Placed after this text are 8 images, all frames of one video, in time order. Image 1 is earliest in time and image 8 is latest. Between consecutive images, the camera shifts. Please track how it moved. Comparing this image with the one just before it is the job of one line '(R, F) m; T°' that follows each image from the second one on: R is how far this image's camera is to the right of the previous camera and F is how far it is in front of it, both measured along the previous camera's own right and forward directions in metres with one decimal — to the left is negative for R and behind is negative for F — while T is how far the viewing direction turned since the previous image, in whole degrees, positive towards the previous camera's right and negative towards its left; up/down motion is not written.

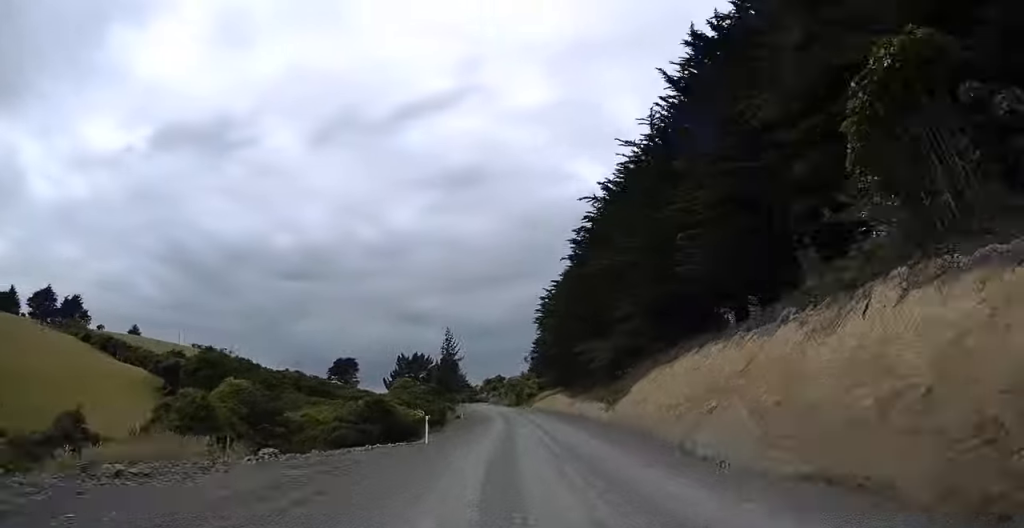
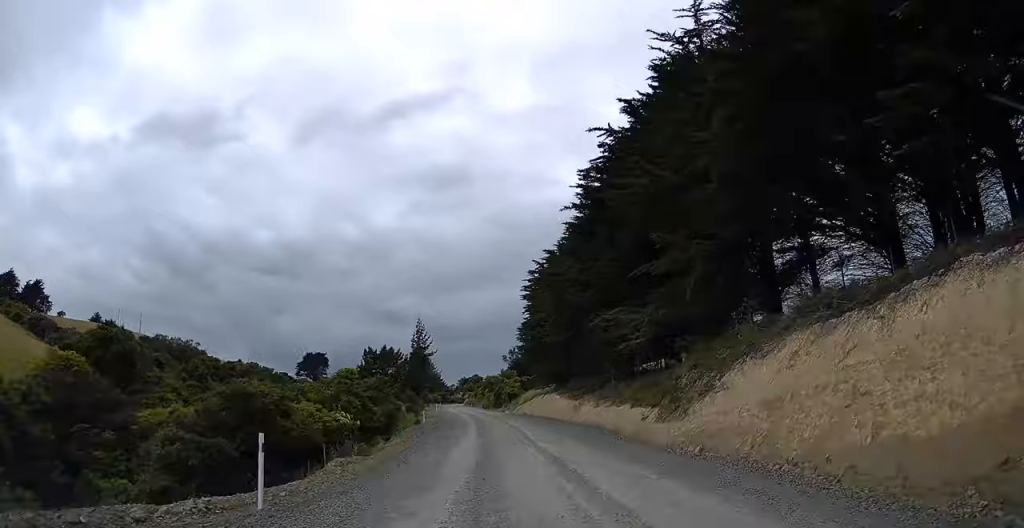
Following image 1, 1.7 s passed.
(+0.9, +19.3) m; +1°
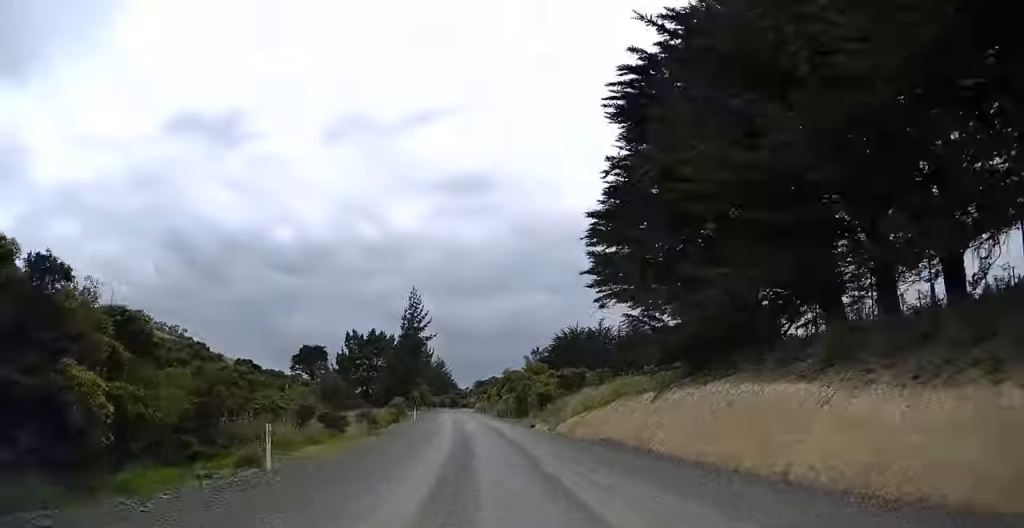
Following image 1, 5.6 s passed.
(+0.7, +43.0) m; 0°
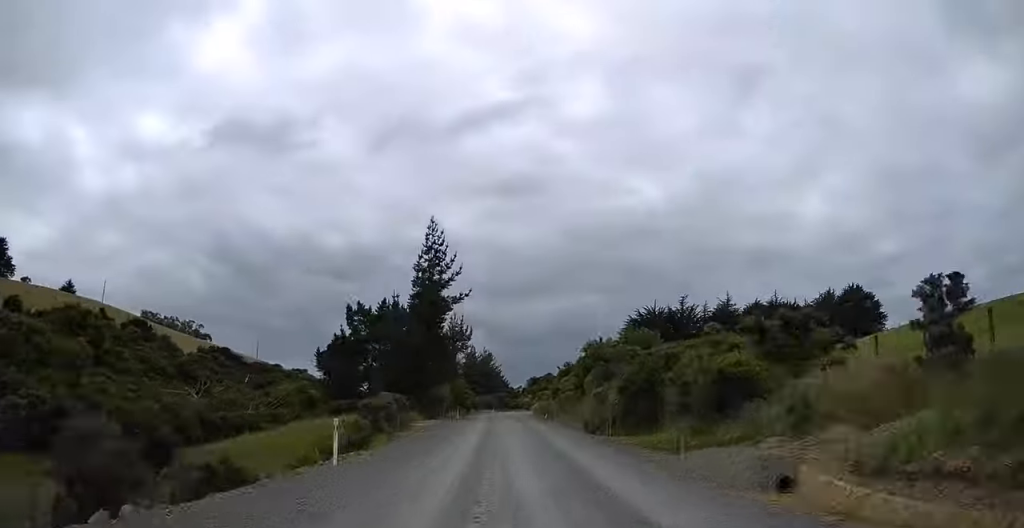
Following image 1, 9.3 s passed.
(-0.9, +41.4) m; -2°
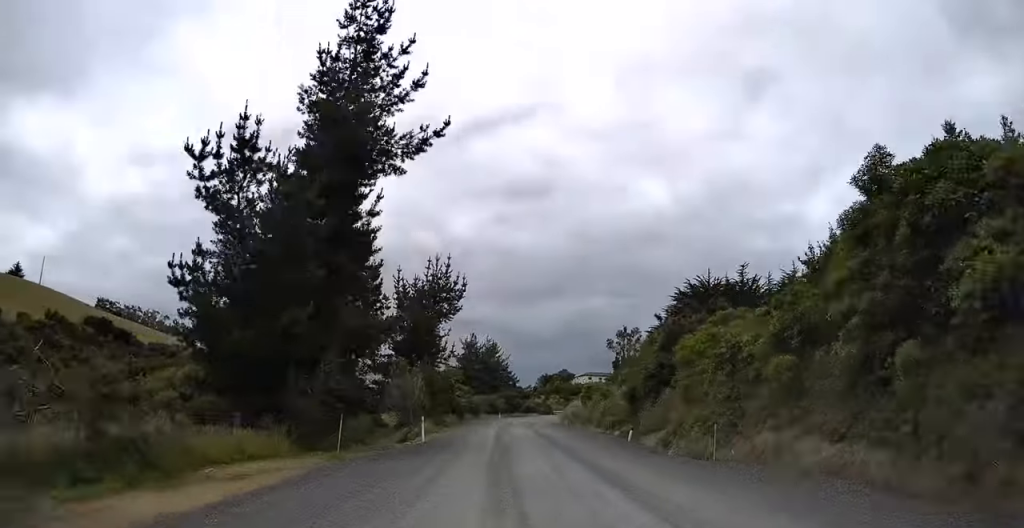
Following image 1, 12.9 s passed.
(-0.6, +40.4) m; +1°
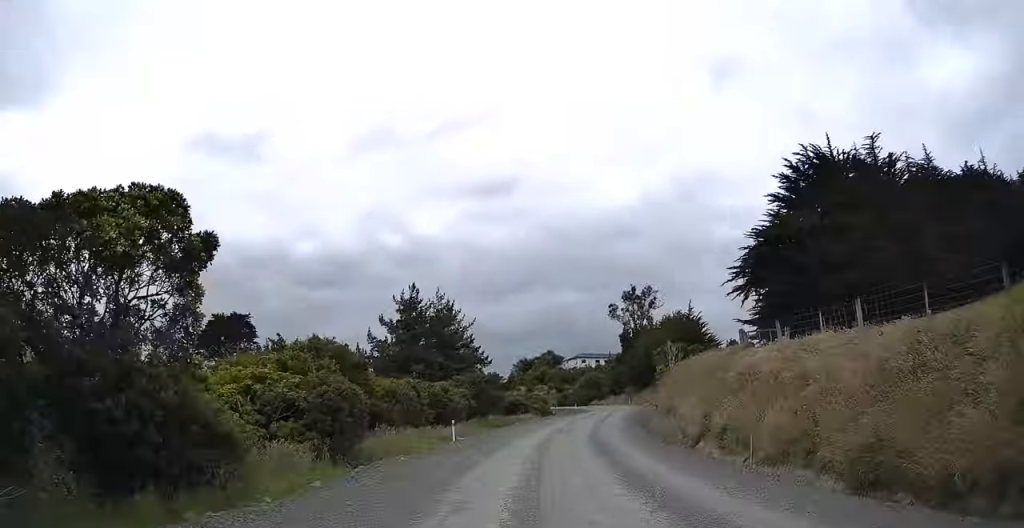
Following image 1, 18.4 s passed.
(+4.1, +61.6) m; +7°
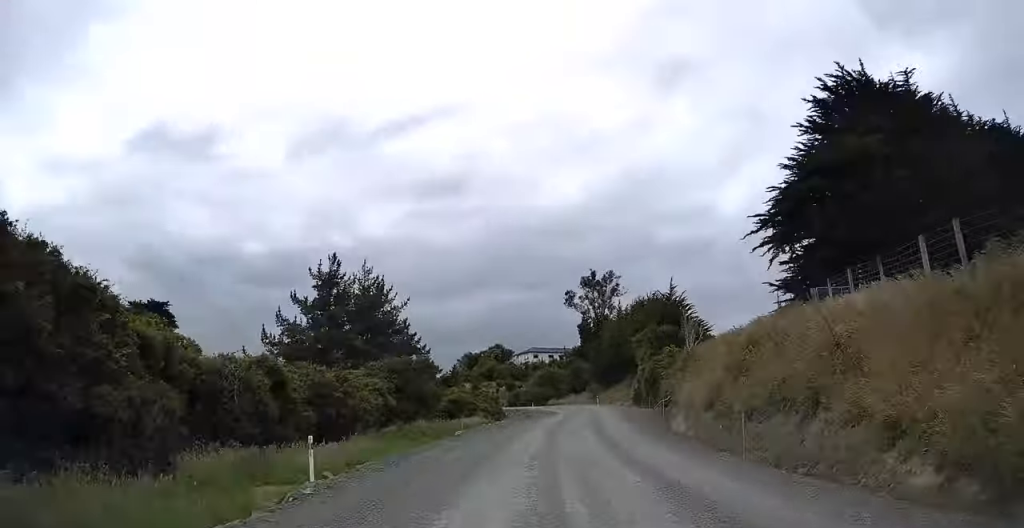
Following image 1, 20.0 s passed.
(+0.4, +18.1) m; +1°
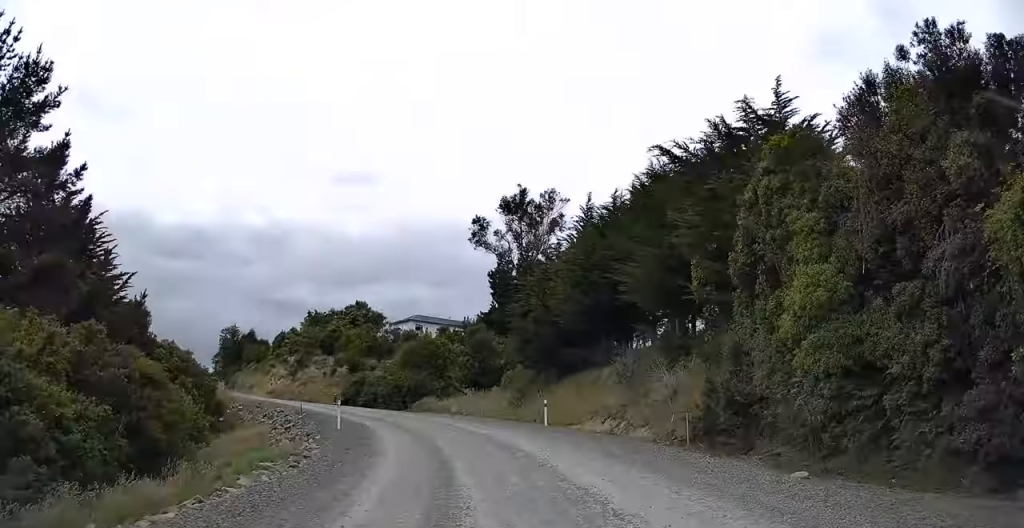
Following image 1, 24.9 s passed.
(-1.1, +55.0) m; -8°
